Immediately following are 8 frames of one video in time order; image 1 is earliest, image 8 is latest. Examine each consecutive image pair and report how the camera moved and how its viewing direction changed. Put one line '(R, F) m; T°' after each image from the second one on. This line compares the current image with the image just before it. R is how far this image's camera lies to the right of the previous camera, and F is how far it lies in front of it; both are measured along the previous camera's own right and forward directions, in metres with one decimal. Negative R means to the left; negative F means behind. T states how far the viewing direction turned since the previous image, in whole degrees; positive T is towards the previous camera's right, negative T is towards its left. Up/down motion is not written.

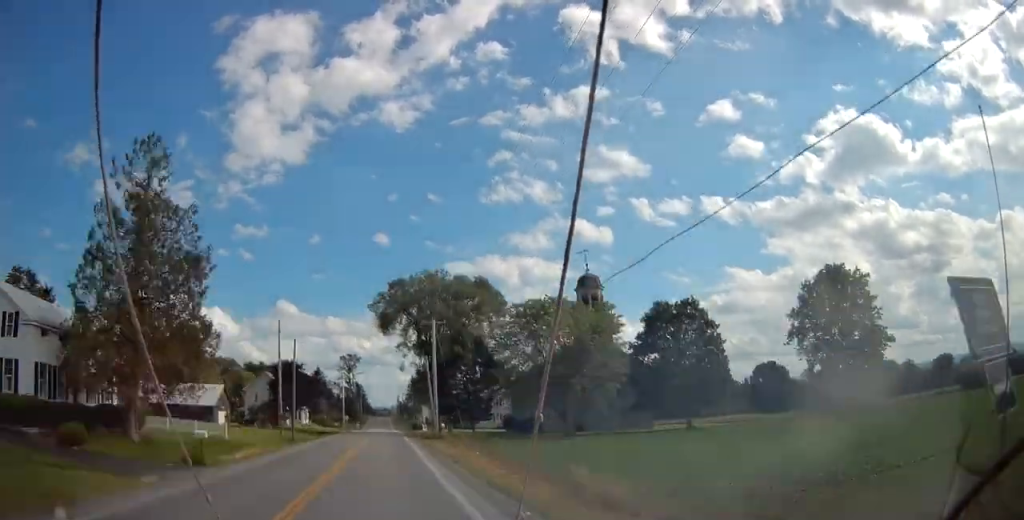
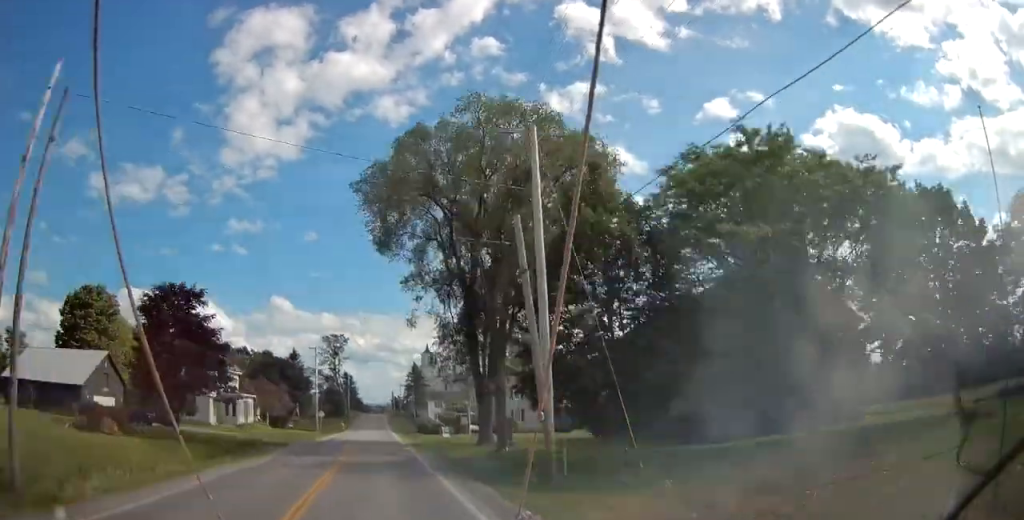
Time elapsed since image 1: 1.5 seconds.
(0.0, +39.4) m; 0°
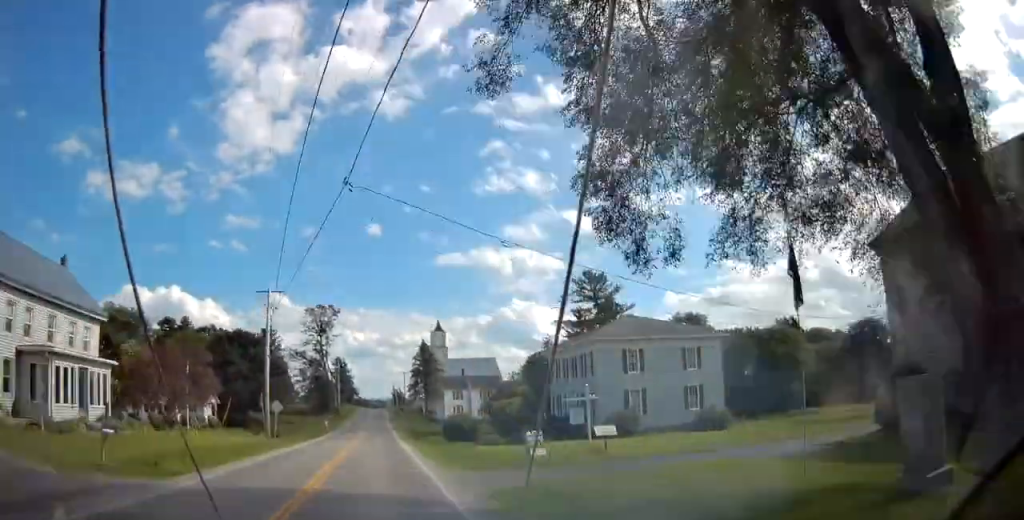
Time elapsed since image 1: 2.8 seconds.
(-0.2, +33.9) m; 0°
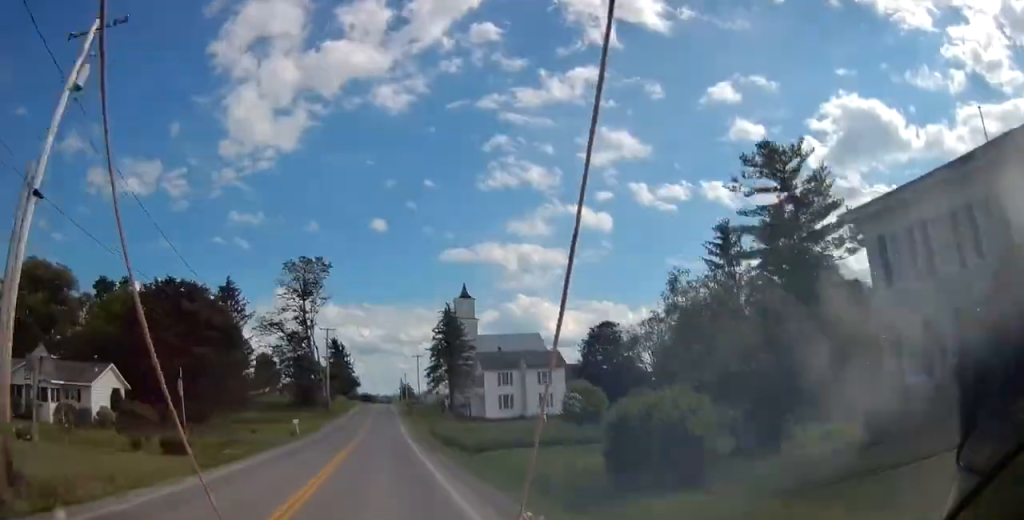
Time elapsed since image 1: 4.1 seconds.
(-0.1, +33.7) m; 0°
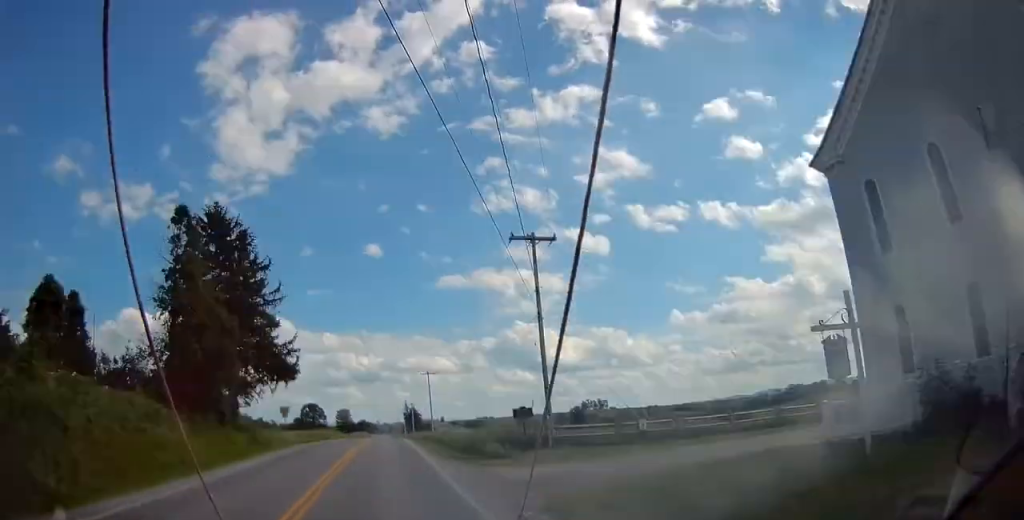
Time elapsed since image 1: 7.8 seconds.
(+0.4, +94.3) m; 0°
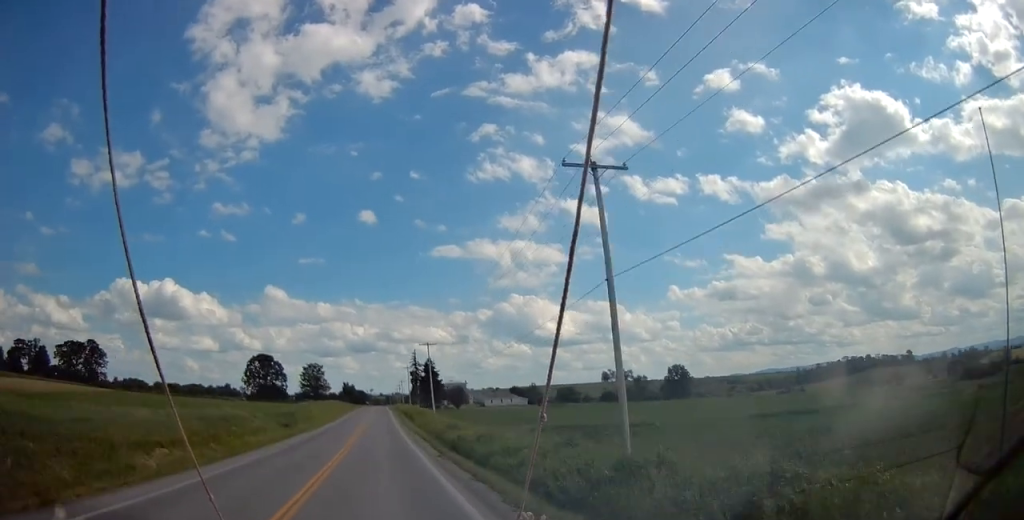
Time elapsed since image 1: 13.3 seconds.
(-0.4, +138.6) m; 0°
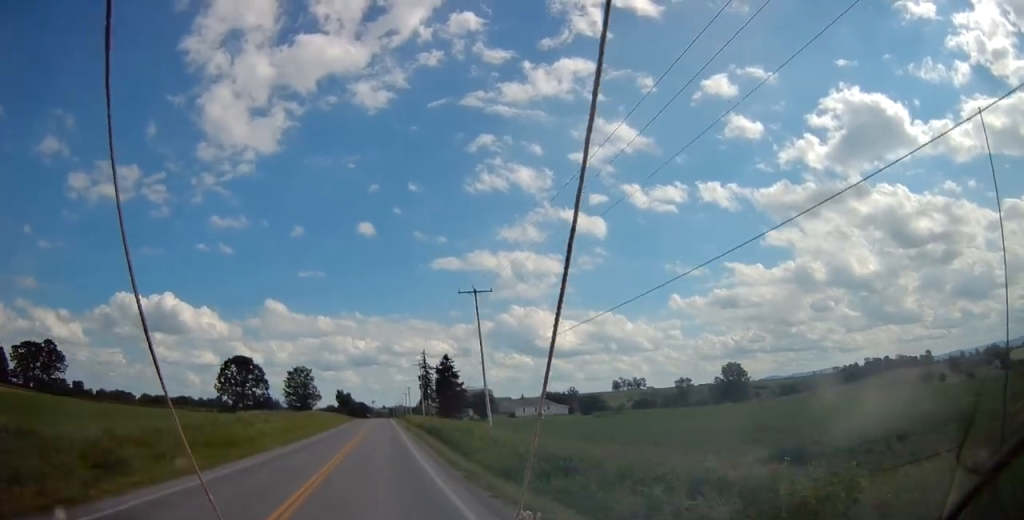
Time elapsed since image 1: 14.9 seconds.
(+0.3, +40.5) m; 0°
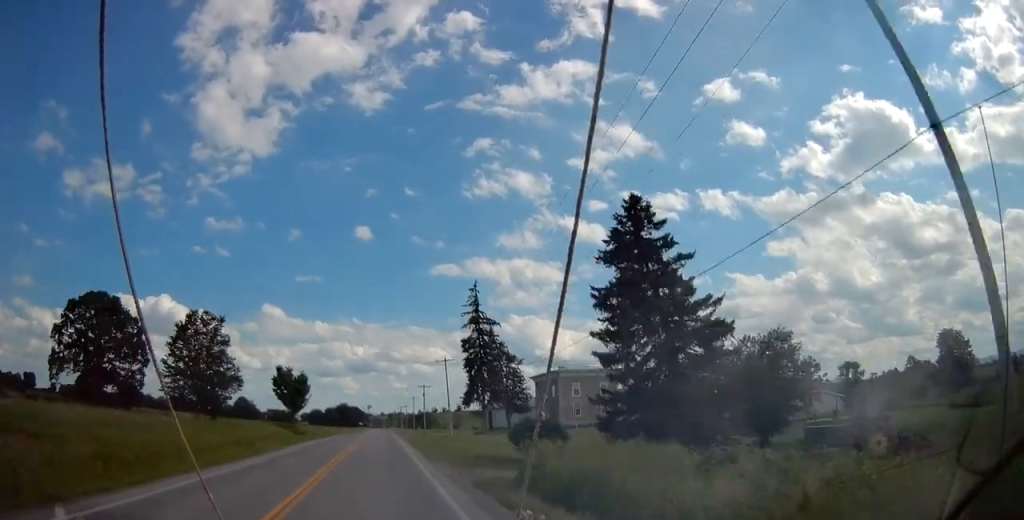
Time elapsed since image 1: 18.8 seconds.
(-0.5, +99.2) m; 0°
